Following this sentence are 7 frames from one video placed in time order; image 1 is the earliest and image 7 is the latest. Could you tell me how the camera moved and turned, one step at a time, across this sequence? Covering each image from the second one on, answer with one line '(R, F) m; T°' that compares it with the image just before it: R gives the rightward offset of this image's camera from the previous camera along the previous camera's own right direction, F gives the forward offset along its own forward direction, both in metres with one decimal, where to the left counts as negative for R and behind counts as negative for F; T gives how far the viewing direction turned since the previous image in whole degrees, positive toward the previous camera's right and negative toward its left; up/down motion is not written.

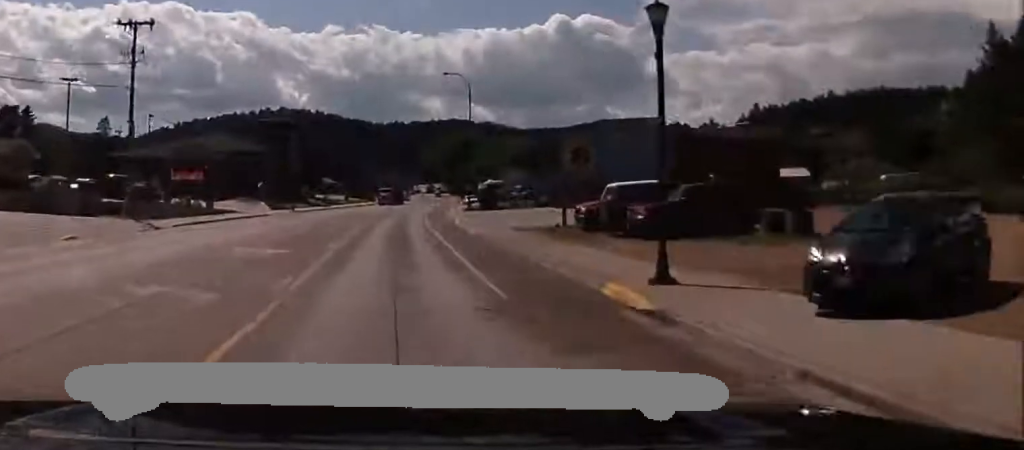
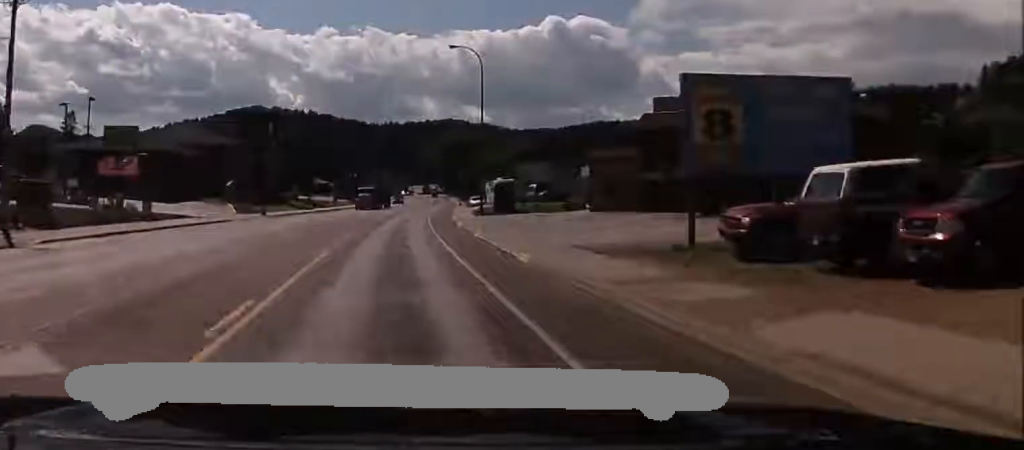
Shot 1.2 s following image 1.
(0.0, +16.2) m; 0°
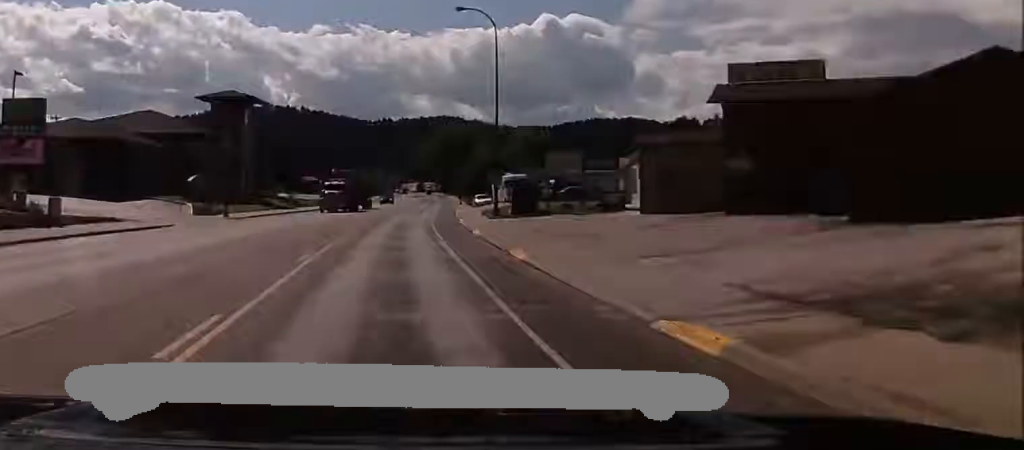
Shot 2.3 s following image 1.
(+0.1, +13.7) m; 0°
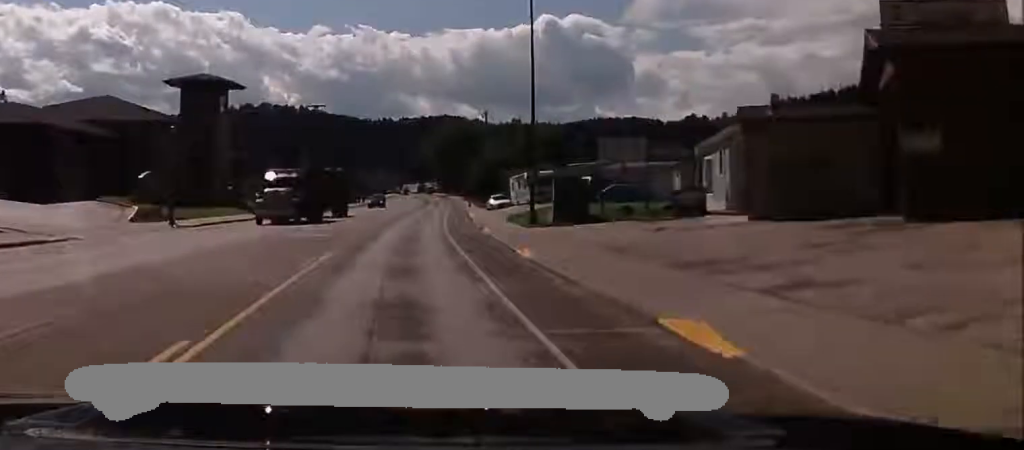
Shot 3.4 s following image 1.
(0.0, +14.7) m; 0°
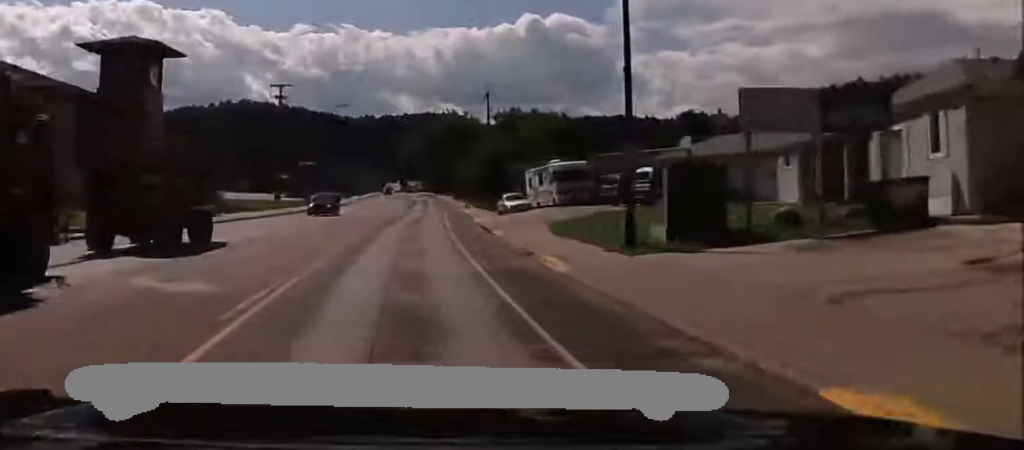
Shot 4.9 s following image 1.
(+0.1, +18.6) m; +1°
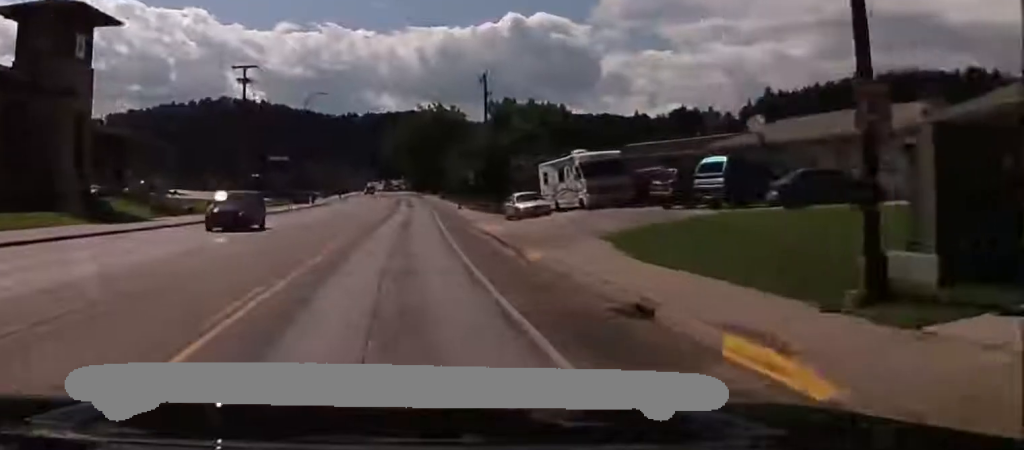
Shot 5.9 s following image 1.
(+0.1, +12.4) m; +2°
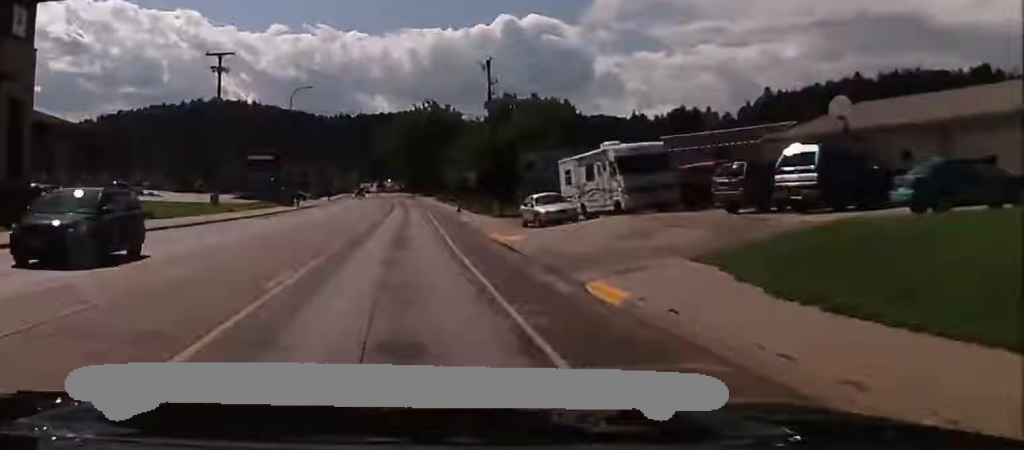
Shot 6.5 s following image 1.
(+0.2, +8.1) m; 0°
